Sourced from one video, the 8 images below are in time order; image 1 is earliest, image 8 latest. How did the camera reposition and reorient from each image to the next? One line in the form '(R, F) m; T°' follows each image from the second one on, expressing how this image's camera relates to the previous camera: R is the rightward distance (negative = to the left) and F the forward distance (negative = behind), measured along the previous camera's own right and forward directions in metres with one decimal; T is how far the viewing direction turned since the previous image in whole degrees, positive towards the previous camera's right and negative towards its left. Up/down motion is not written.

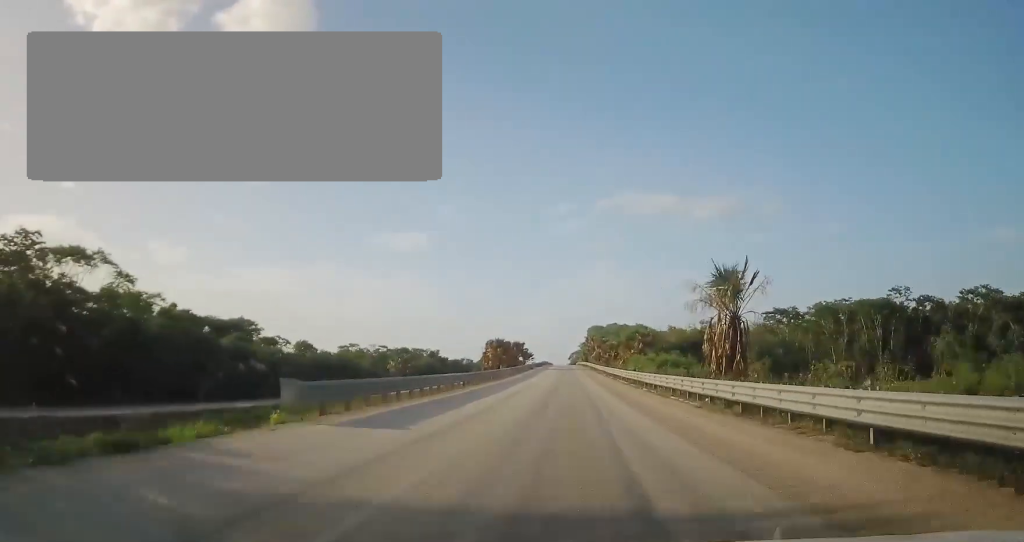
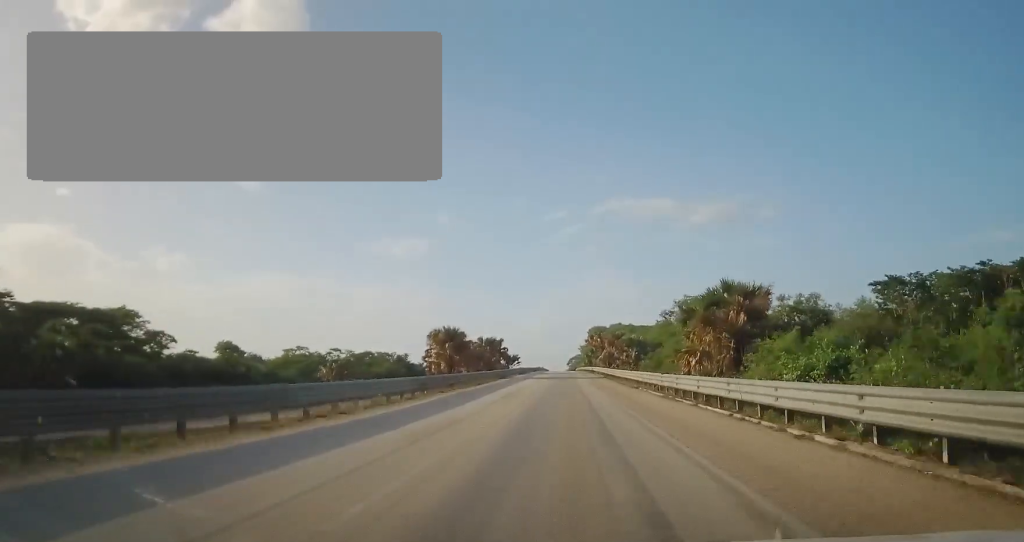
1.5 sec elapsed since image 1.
(+0.3, +42.5) m; +1°
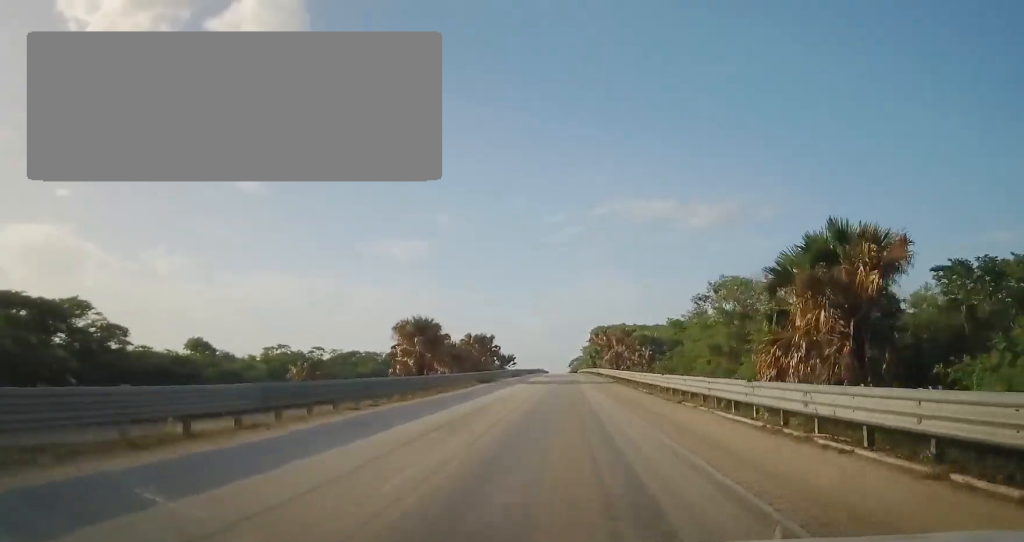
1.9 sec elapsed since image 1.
(+0.2, +13.2) m; 0°
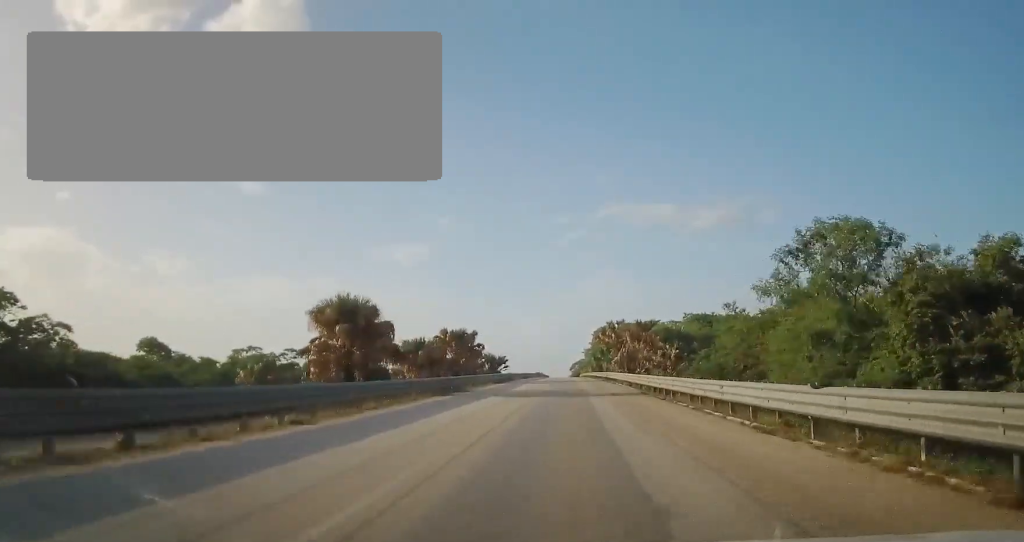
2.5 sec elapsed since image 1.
(-0.1, +17.0) m; 0°
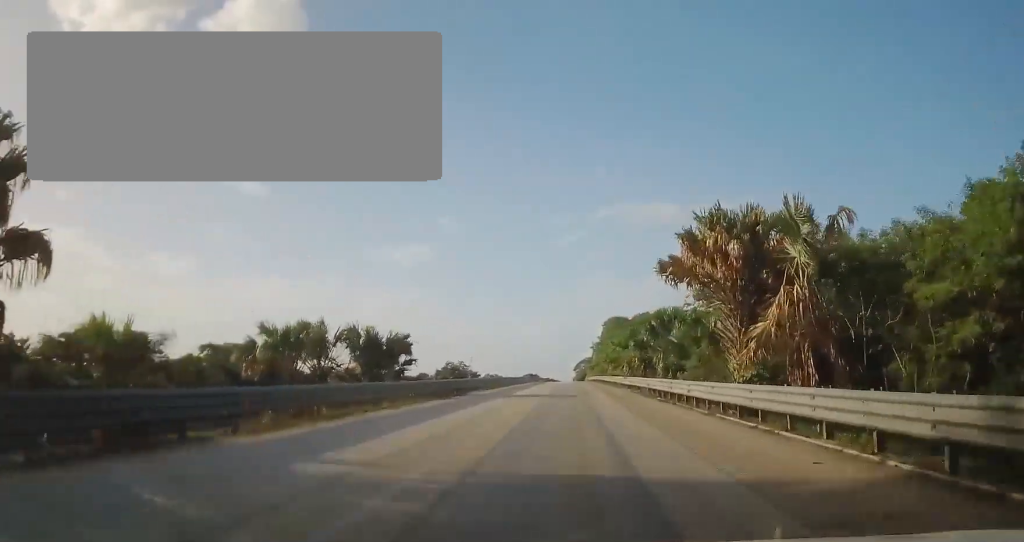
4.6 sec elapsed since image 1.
(-0.4, +59.9) m; 0°
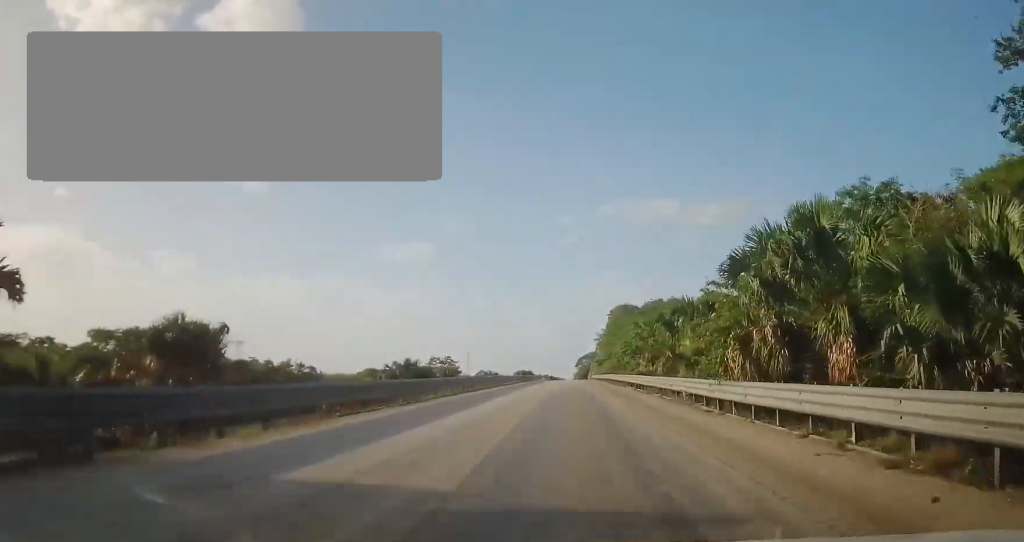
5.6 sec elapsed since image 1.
(0.0, +29.5) m; 0°
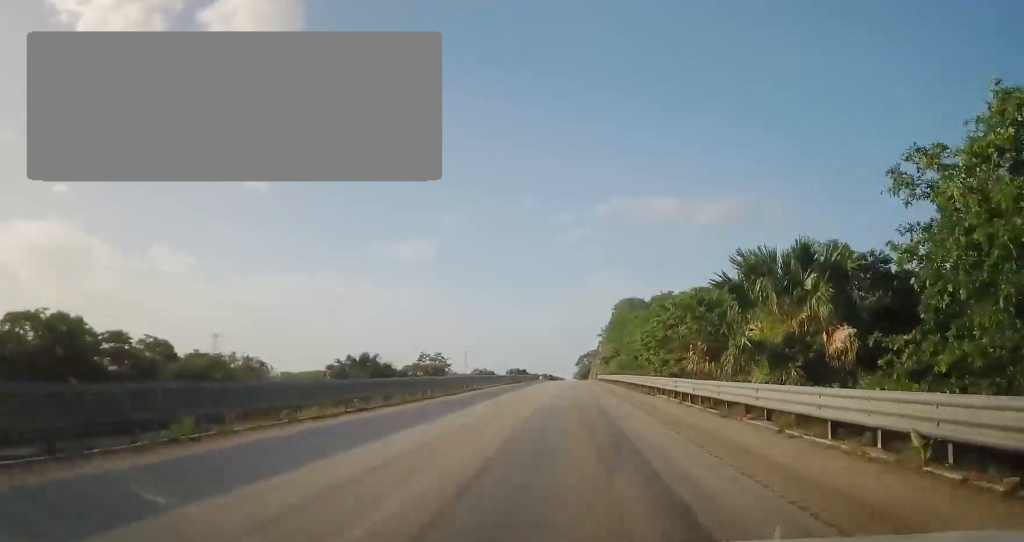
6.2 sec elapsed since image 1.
(0.0, +16.1) m; 0°
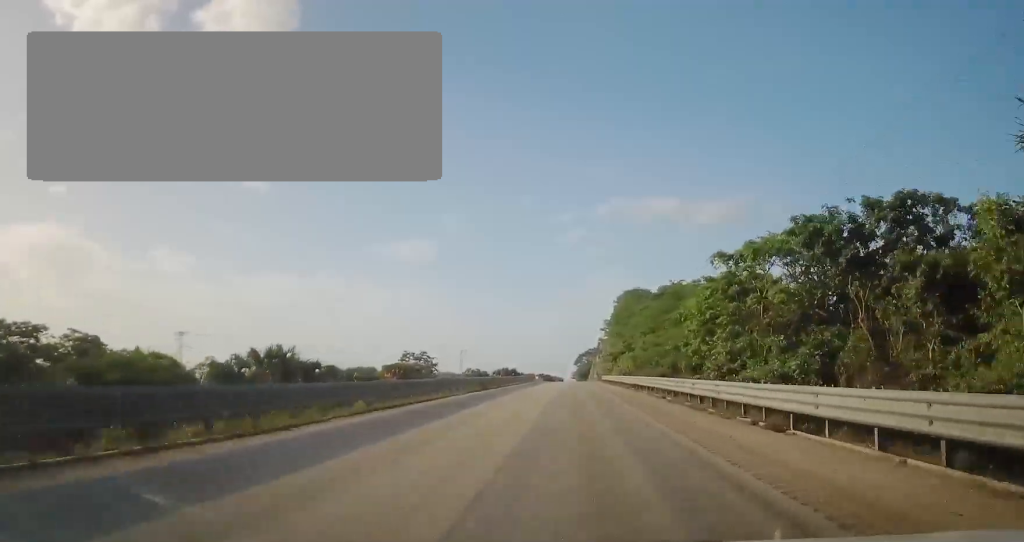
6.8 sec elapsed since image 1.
(+0.1, +18.9) m; 0°
